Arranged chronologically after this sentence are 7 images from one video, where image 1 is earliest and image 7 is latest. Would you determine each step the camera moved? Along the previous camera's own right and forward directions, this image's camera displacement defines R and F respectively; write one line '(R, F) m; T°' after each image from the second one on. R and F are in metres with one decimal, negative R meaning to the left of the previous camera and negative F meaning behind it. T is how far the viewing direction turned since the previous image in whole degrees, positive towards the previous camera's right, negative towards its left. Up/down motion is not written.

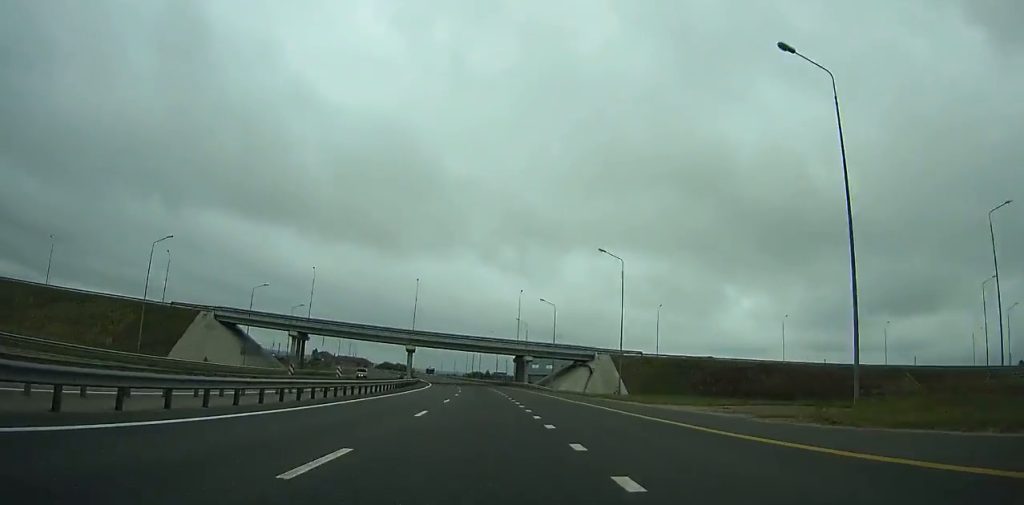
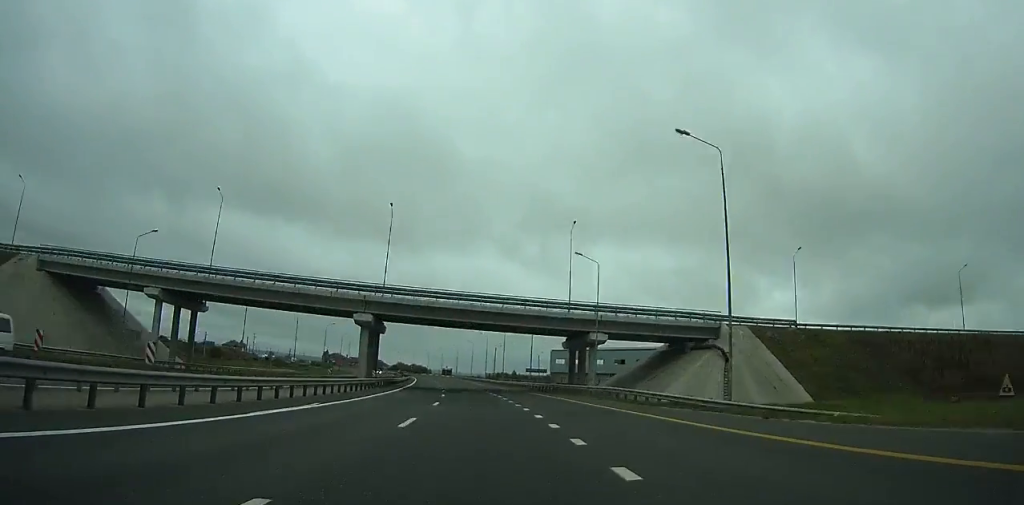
(-1.5, +51.4) m; -3°
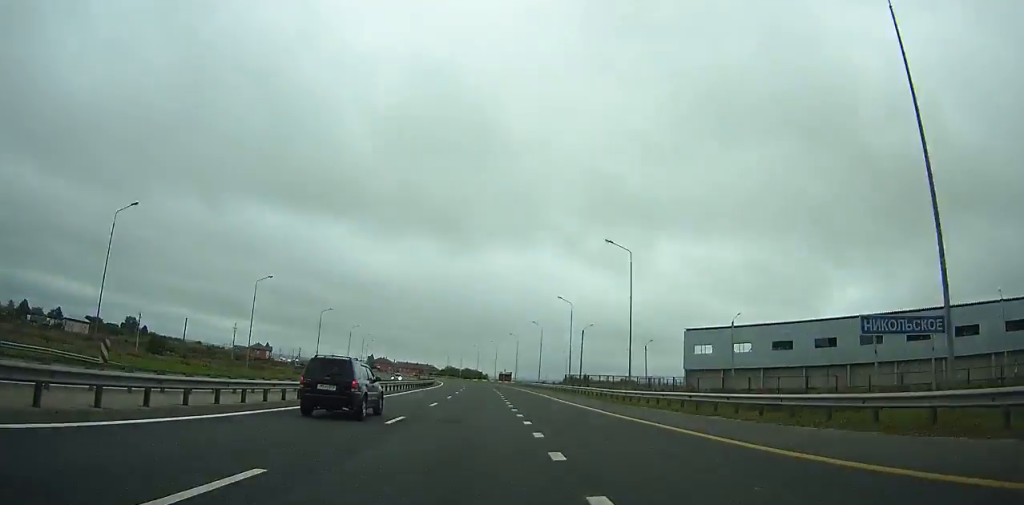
(-2.4, +70.5) m; -4°
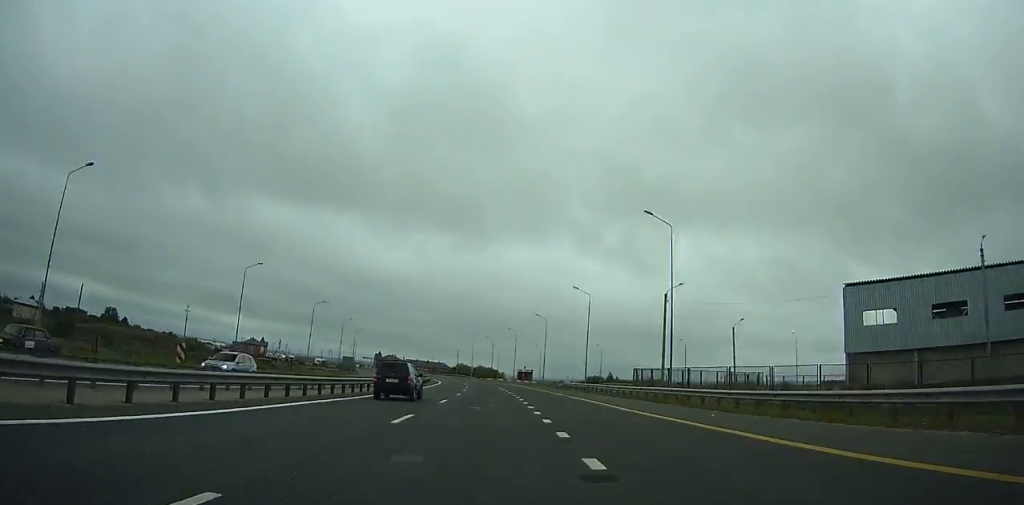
(-1.1, +38.8) m; -2°
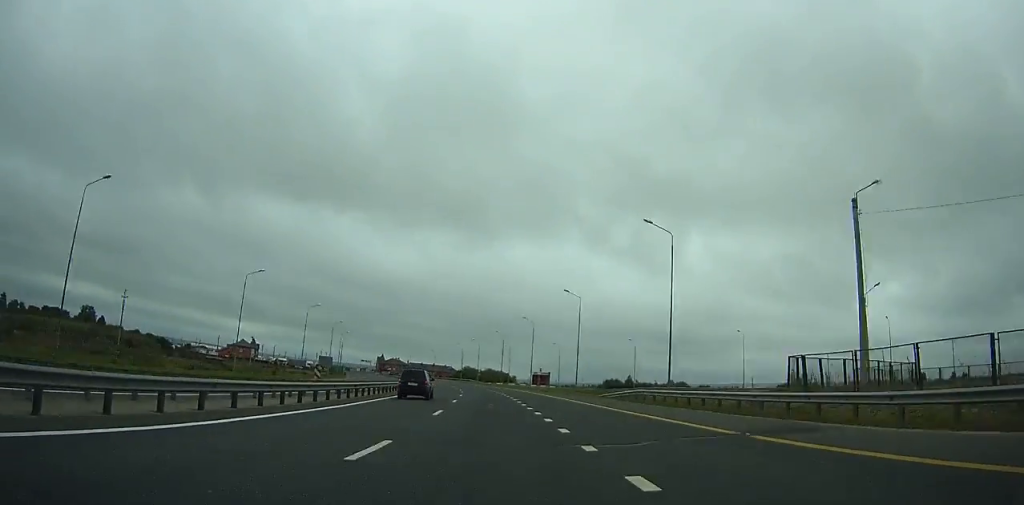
(-0.5, +29.0) m; -2°
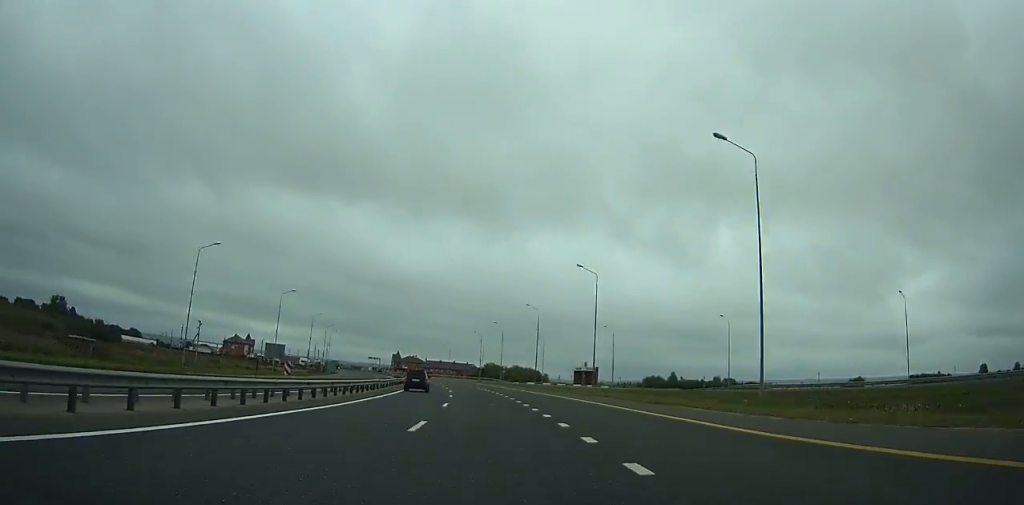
(-0.6, +43.2) m; -3°
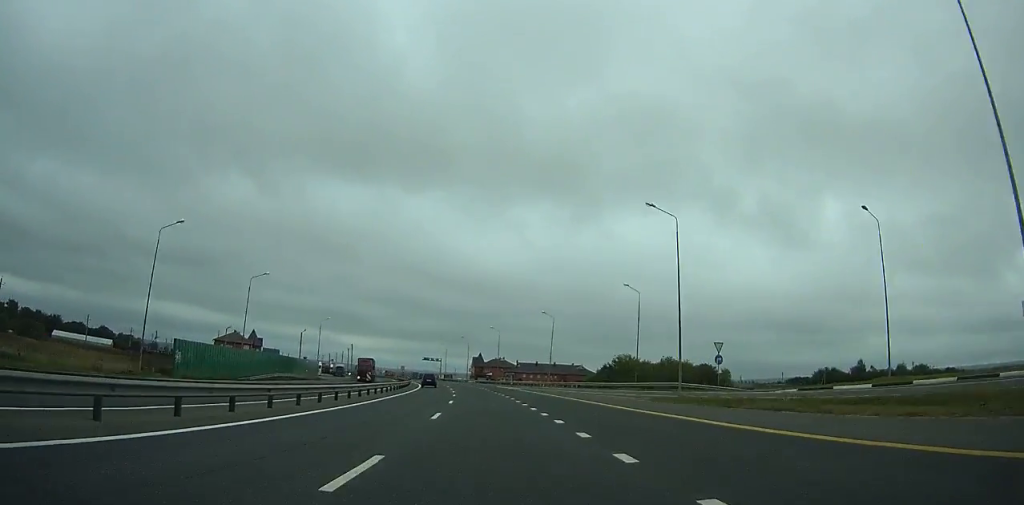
(-8.3, +103.4) m; -9°
